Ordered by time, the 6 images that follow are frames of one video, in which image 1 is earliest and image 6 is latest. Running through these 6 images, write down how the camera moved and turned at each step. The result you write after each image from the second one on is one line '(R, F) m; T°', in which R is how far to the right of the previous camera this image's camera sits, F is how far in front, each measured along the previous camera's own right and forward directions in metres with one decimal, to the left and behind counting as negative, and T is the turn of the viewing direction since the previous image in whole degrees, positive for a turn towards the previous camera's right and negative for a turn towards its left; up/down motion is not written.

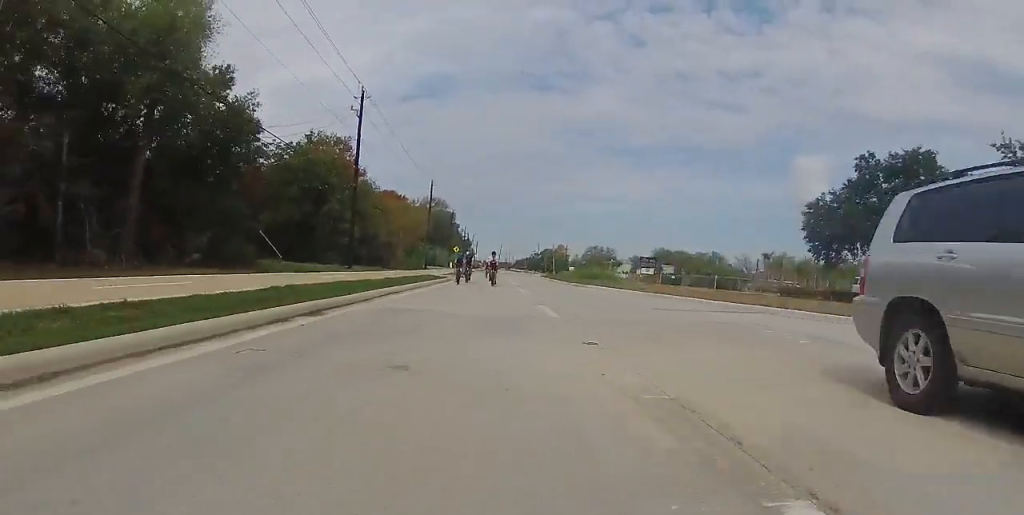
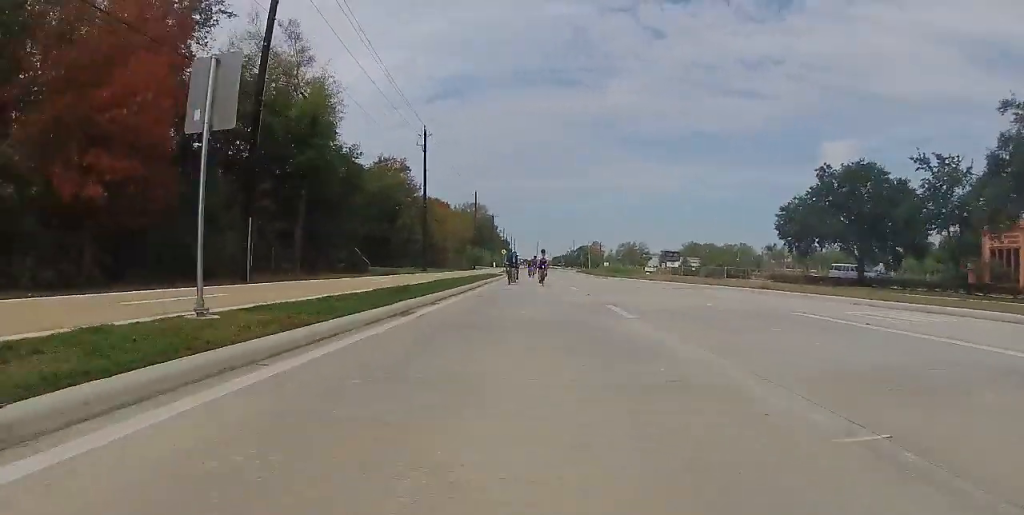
(+0.5, +11.7) m; +4°
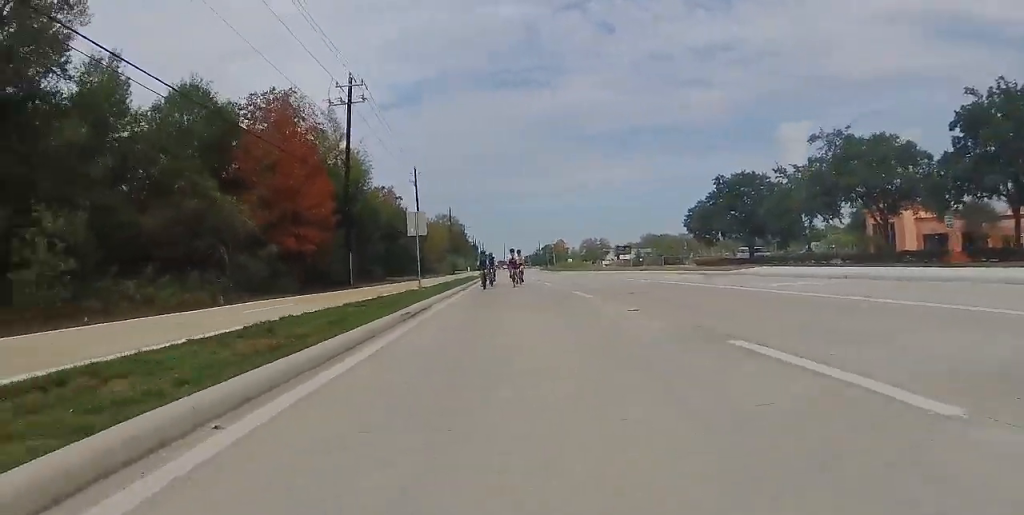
(-0.3, +16.1) m; -4°
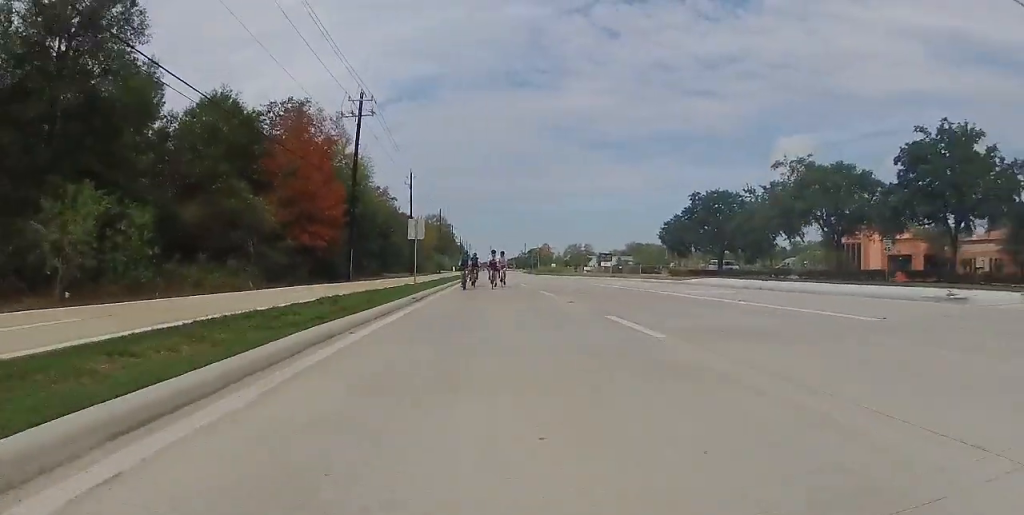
(0.0, +4.4) m; 0°
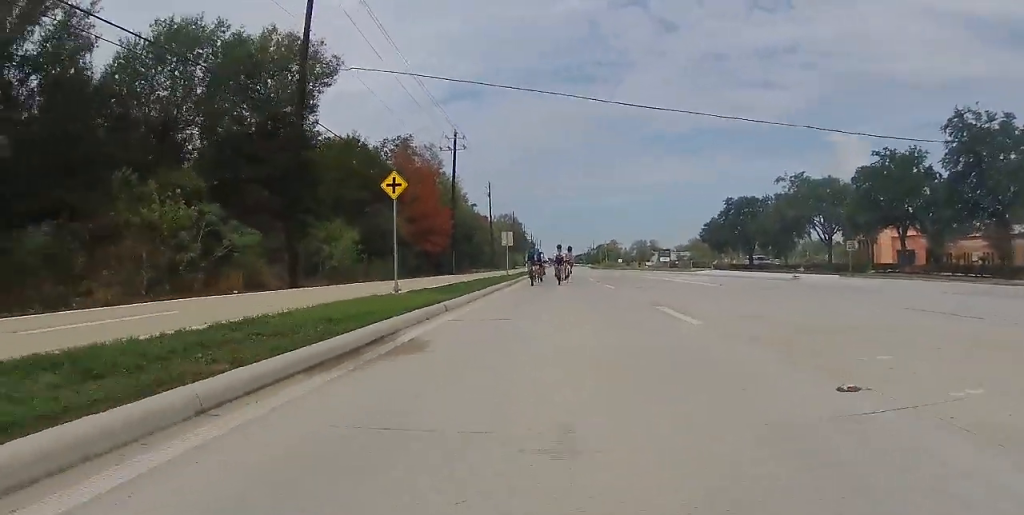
(+0.2, +13.2) m; 0°
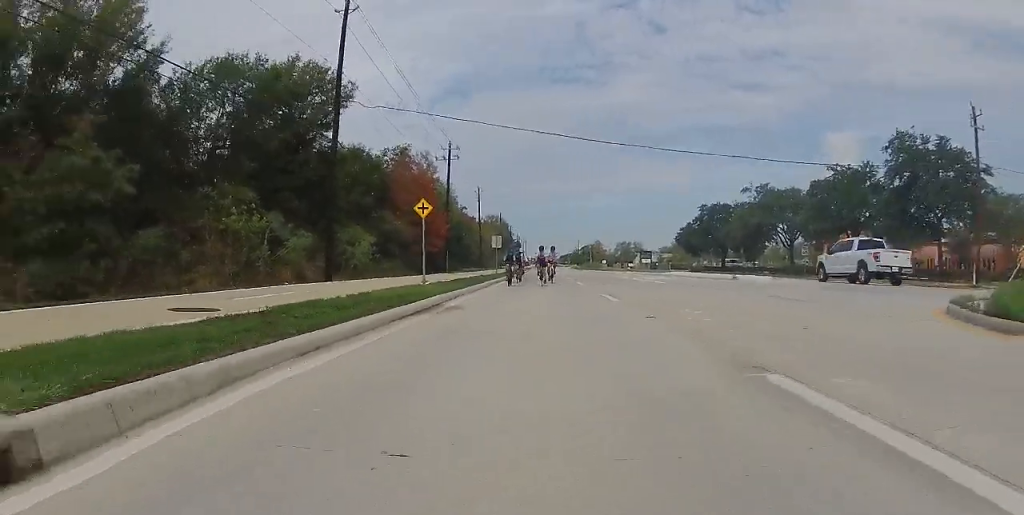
(-0.1, +5.5) m; -1°
